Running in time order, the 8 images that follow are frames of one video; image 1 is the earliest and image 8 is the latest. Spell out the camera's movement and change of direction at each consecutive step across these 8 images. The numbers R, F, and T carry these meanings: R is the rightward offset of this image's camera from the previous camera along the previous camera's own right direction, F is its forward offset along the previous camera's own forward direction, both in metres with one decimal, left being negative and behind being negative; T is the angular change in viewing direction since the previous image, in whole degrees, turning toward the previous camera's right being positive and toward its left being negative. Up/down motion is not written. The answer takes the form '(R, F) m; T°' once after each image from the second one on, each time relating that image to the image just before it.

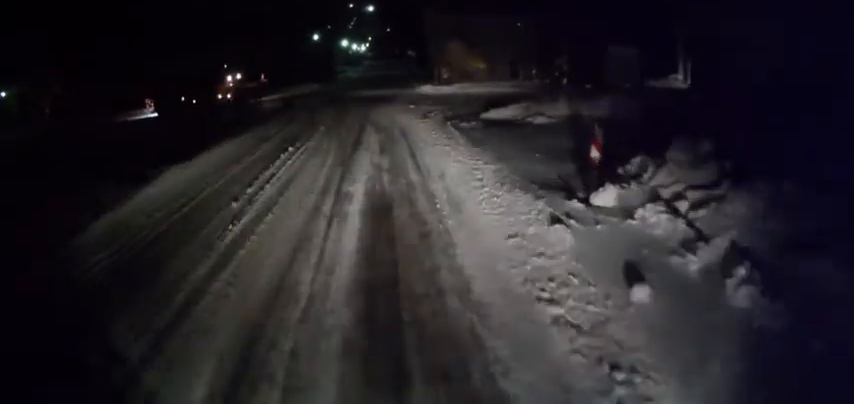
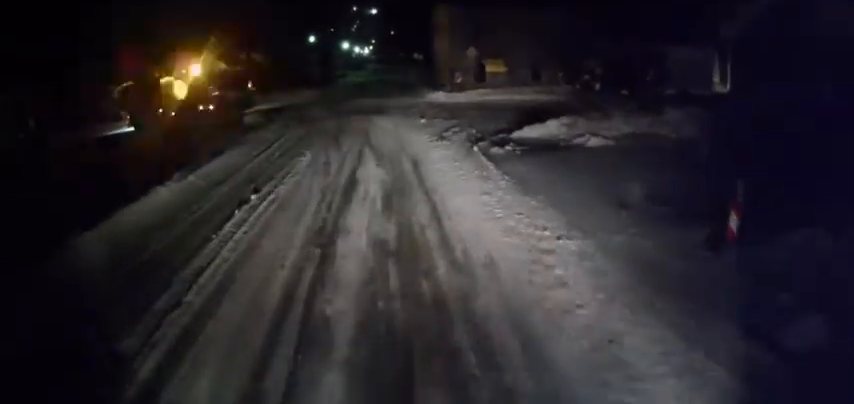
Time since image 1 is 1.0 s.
(0.0, +4.4) m; +1°
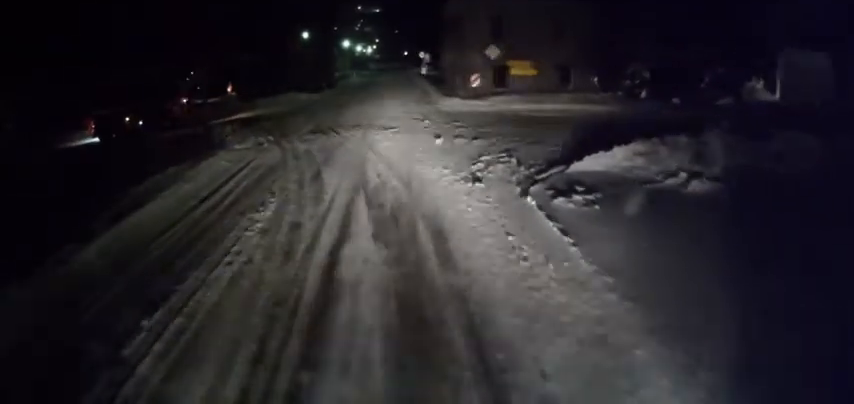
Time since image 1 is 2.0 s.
(0.0, +5.0) m; +2°
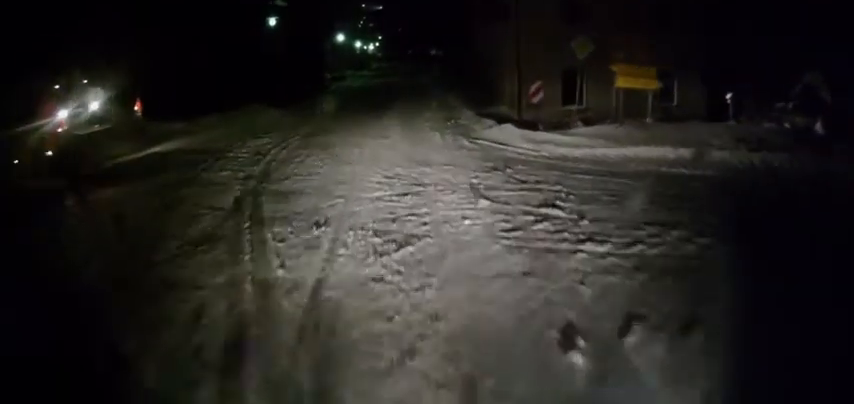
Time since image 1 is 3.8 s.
(+0.1, +11.2) m; -3°
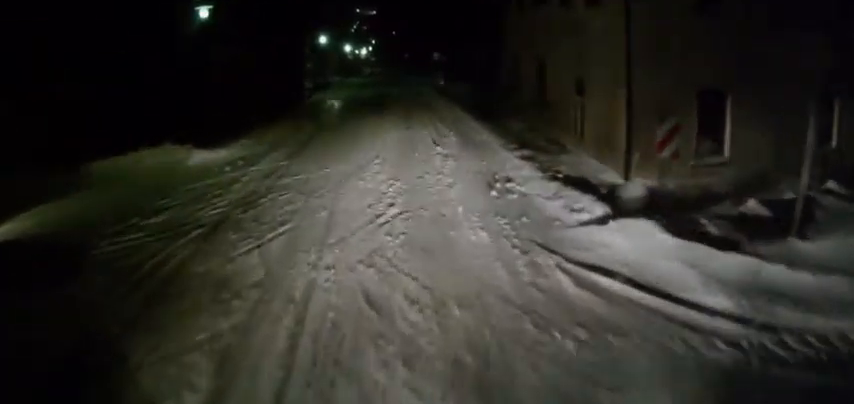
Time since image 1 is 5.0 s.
(-0.3, +8.8) m; 0°
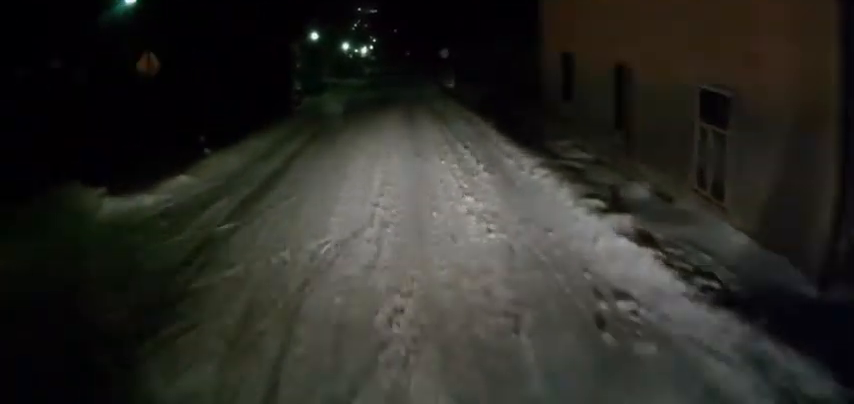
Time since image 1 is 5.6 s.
(+0.1, +4.8) m; +1°
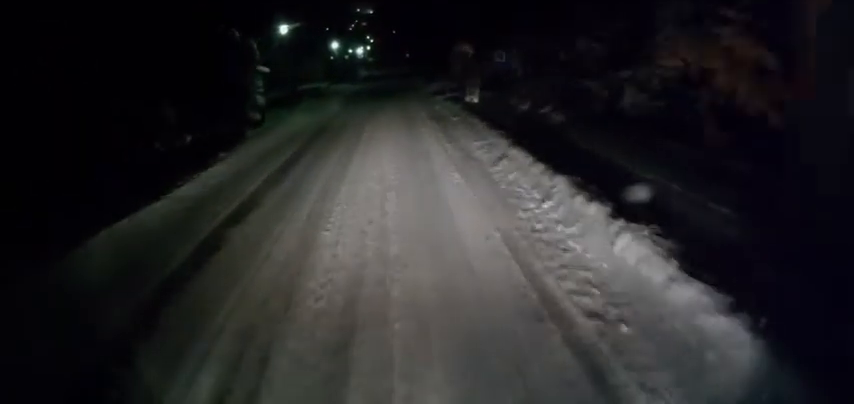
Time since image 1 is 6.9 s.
(+0.1, +10.3) m; +2°
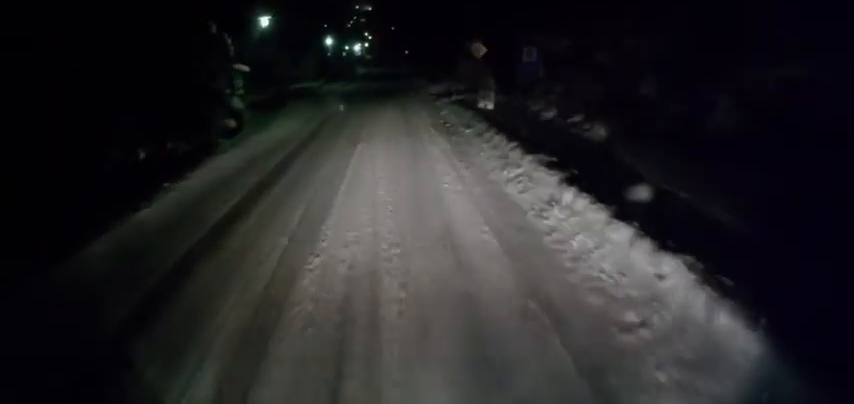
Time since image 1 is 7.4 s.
(+0.1, +4.0) m; +1°
